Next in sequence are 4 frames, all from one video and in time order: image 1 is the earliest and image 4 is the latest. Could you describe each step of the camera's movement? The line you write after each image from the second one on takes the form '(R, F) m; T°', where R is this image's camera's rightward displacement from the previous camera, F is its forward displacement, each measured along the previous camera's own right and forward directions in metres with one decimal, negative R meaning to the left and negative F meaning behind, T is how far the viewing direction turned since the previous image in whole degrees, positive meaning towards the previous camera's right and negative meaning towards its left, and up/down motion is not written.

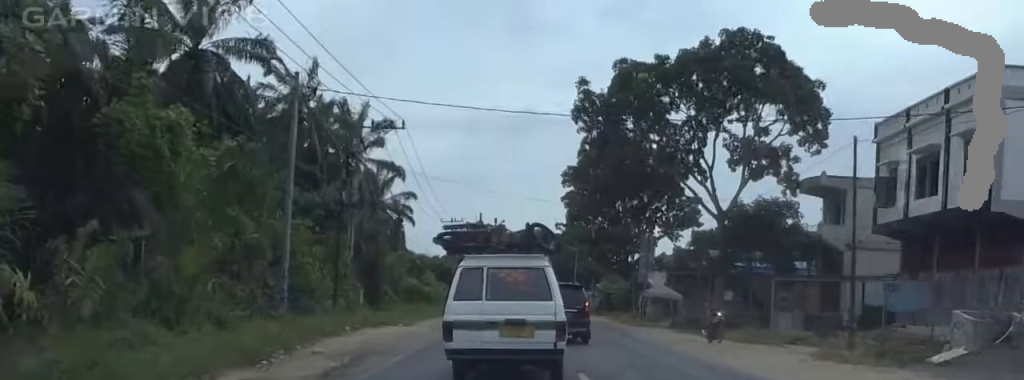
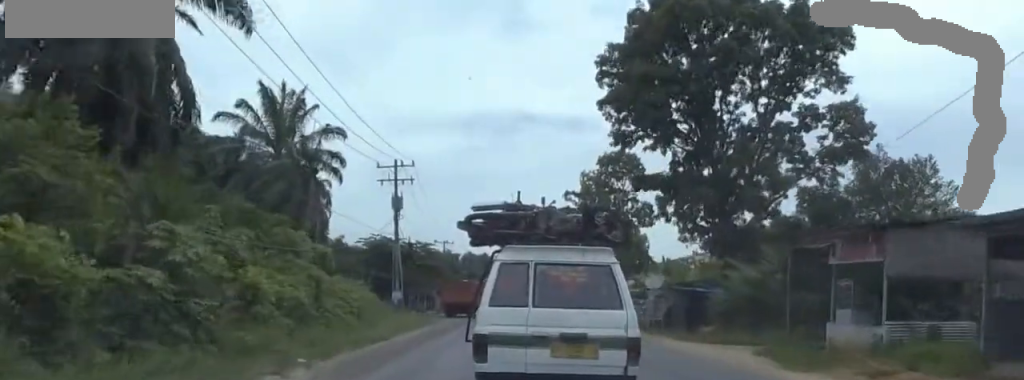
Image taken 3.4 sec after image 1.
(0.0, +44.2) m; 0°
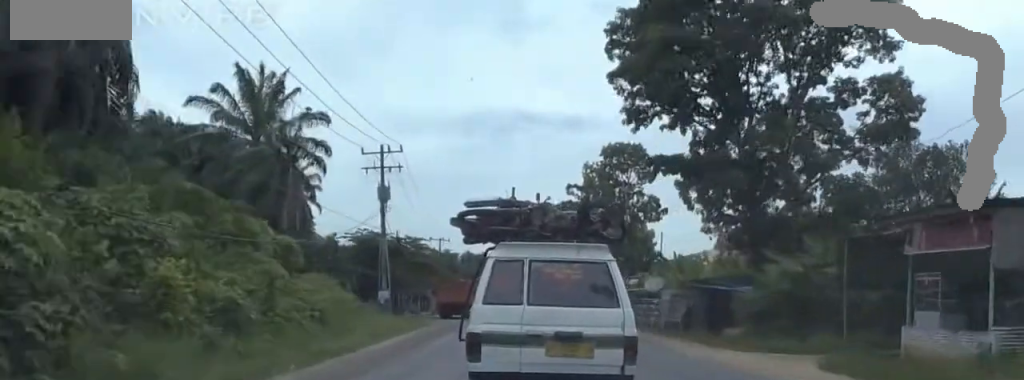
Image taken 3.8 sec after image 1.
(0.0, +5.7) m; 0°
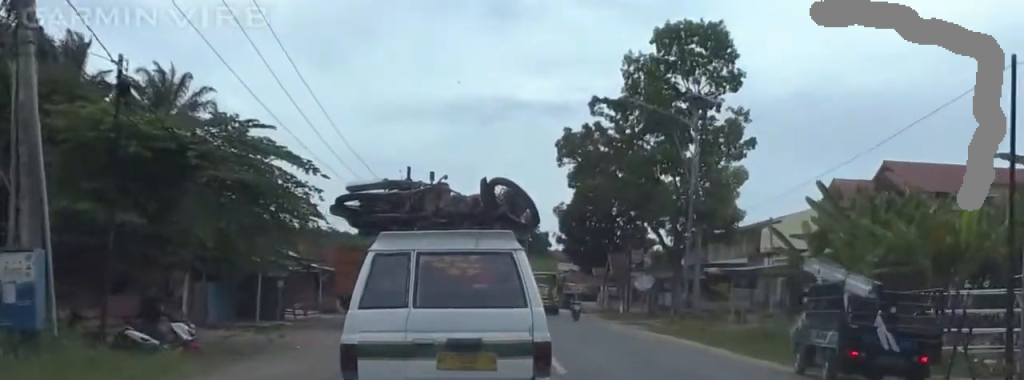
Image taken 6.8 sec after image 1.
(0.0, +38.7) m; 0°
